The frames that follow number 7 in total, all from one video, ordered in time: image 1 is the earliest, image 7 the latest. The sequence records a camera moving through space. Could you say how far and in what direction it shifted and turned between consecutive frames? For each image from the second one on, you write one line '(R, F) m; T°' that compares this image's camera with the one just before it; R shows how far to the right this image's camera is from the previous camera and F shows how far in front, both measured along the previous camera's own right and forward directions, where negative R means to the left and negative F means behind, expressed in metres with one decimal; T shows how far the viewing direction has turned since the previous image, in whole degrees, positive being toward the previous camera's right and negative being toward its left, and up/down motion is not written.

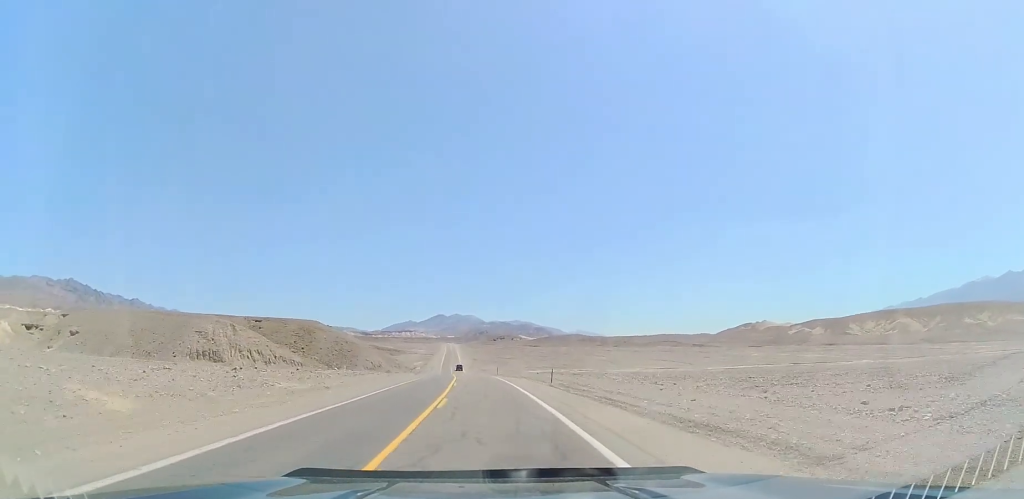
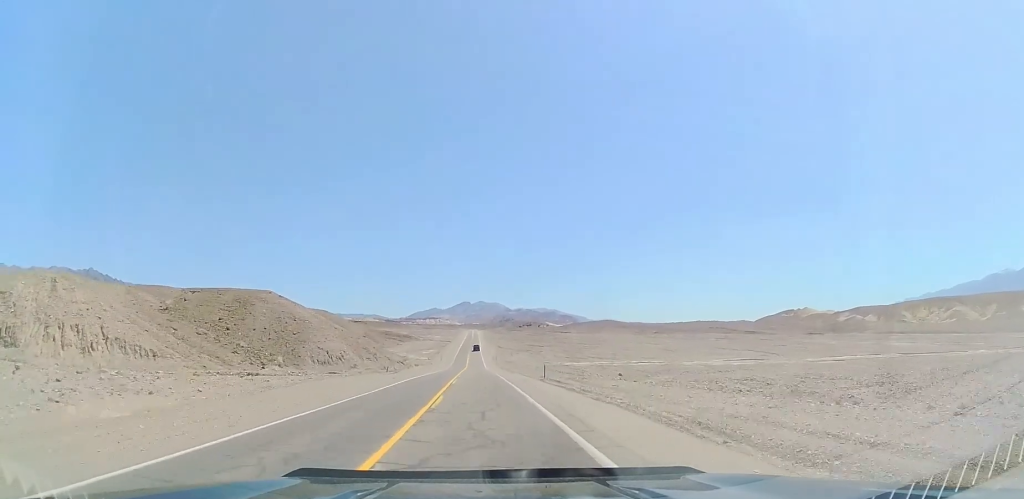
(-1.4, +43.5) m; -3°
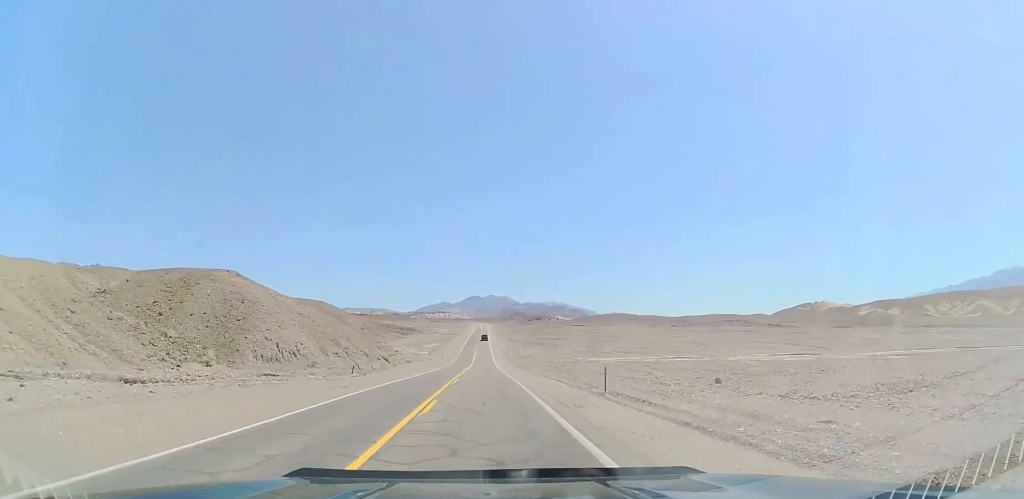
(-0.1, +18.6) m; 0°
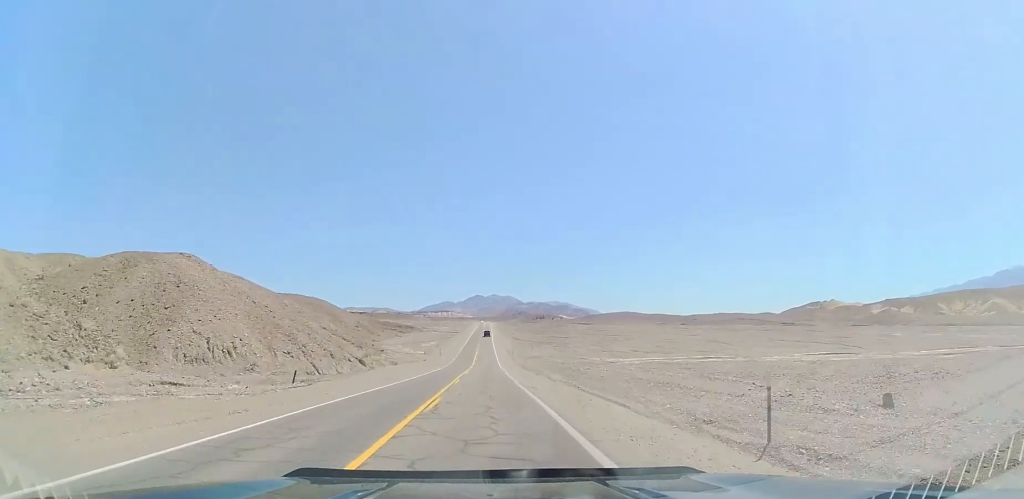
(0.0, +13.1) m; 0°
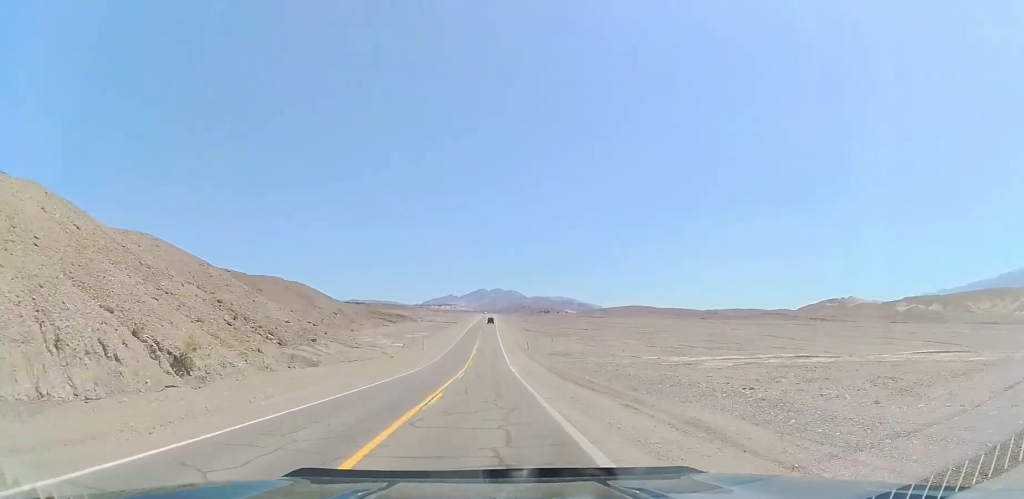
(-0.1, +29.0) m; -1°
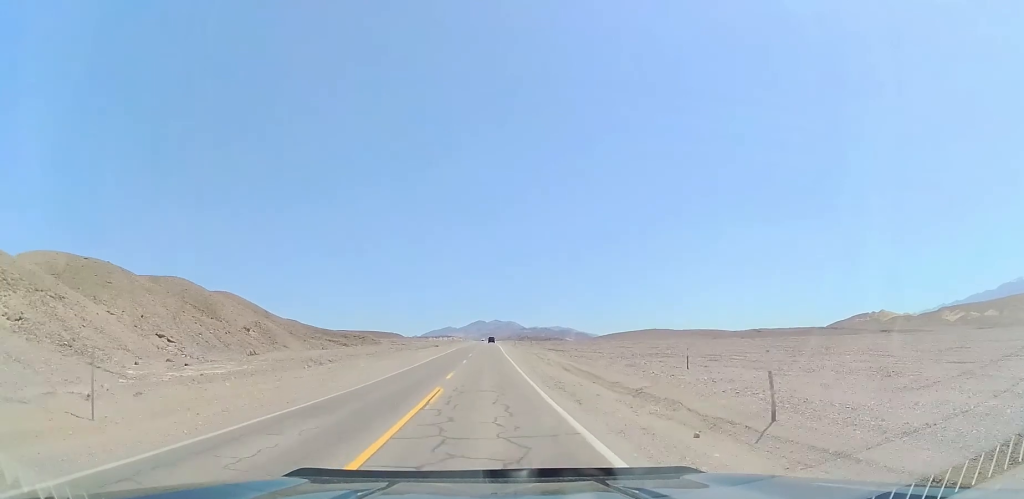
(-0.6, +57.6) m; -1°
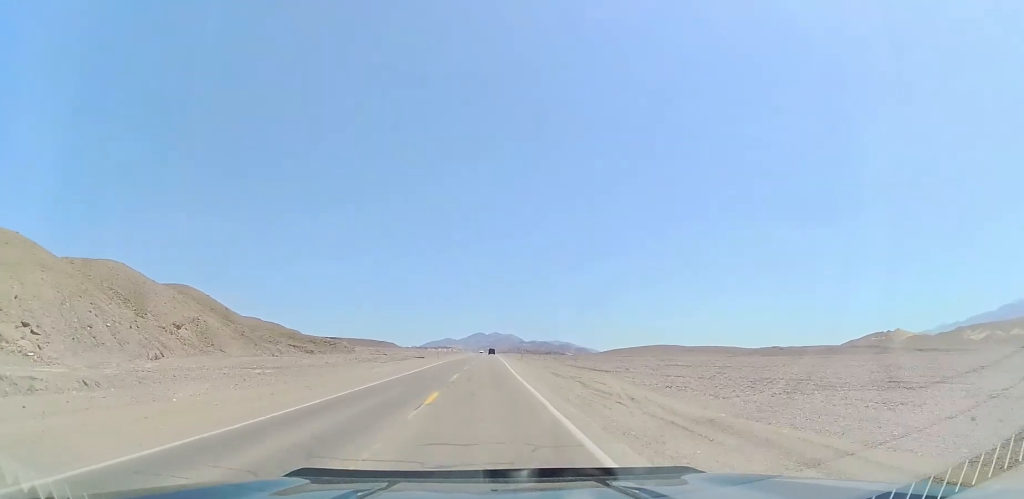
(-0.3, +24.2) m; 0°
